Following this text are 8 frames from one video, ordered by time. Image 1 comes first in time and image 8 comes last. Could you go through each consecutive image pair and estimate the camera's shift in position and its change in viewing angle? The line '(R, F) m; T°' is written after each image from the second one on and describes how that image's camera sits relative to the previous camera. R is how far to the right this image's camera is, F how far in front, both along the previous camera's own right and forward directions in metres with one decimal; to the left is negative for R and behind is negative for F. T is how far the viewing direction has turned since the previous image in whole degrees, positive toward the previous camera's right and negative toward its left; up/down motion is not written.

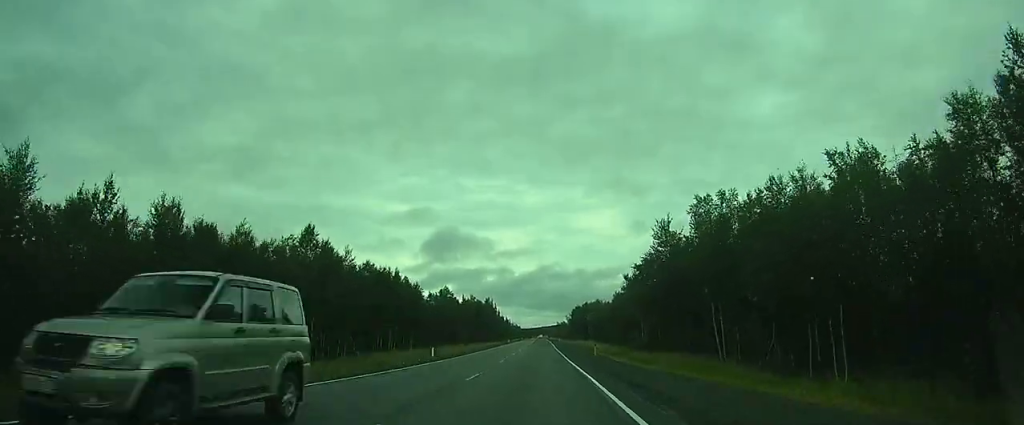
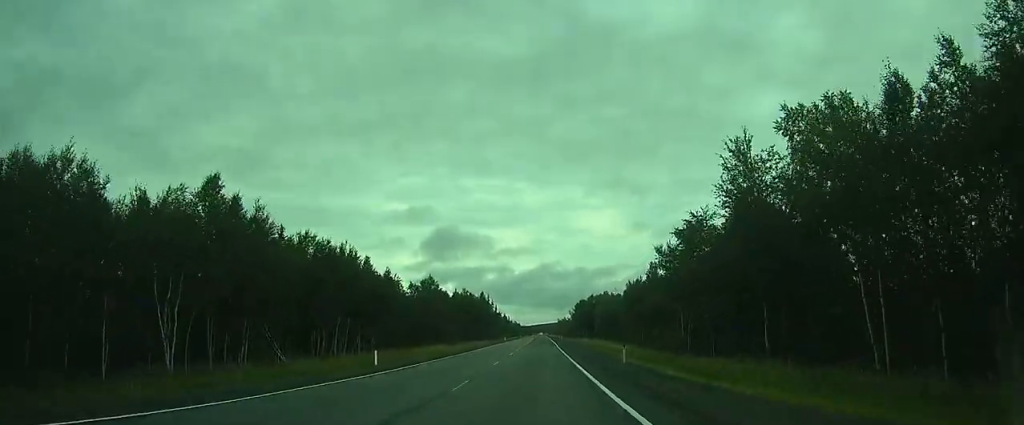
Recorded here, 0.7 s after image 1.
(0.0, +14.8) m; 0°
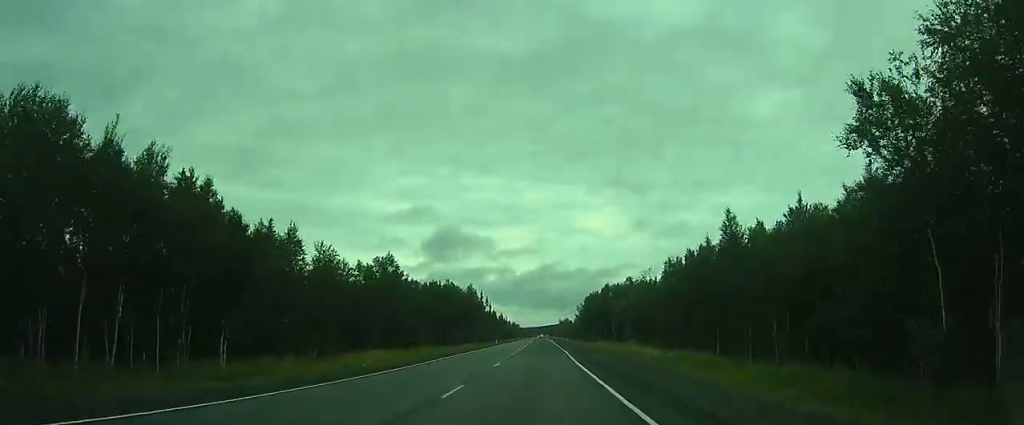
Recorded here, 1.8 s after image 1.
(+0.1, +25.1) m; 0°
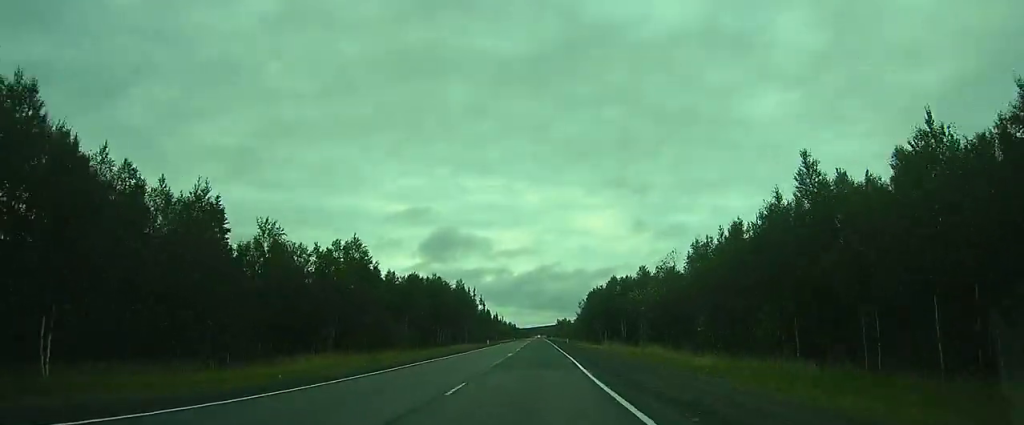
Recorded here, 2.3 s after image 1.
(+0.1, +11.1) m; 0°
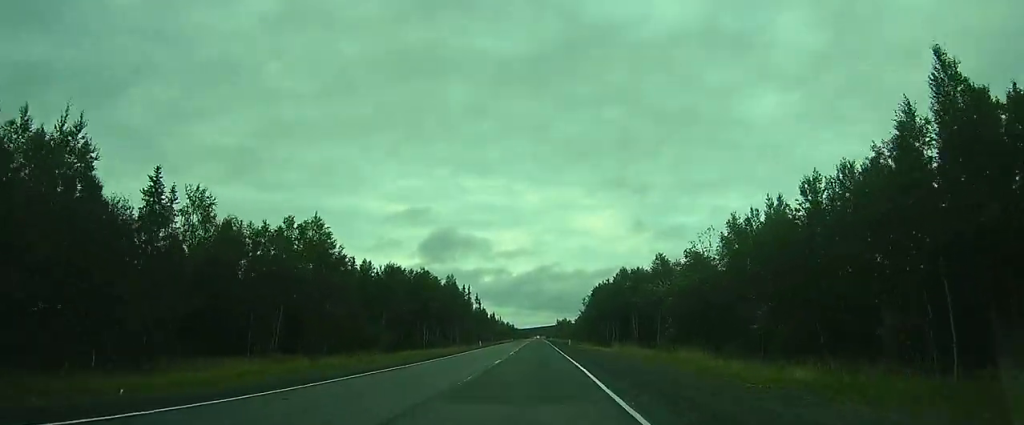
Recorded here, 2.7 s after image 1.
(0.0, +9.7) m; 0°
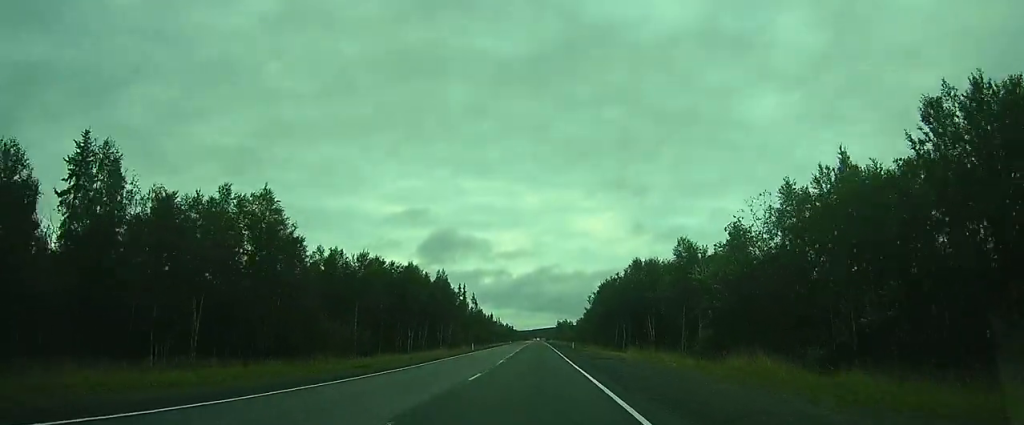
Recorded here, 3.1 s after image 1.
(0.0, +8.9) m; 0°
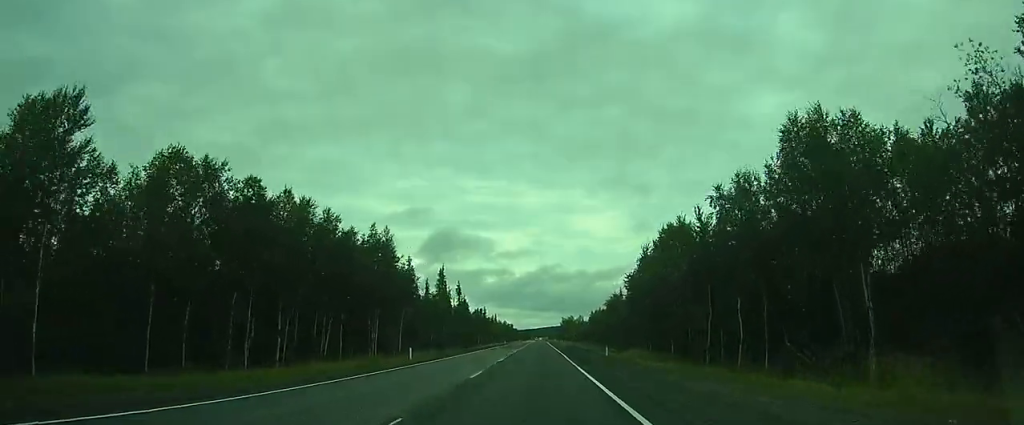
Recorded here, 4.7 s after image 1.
(0.0, +35.1) m; 0°
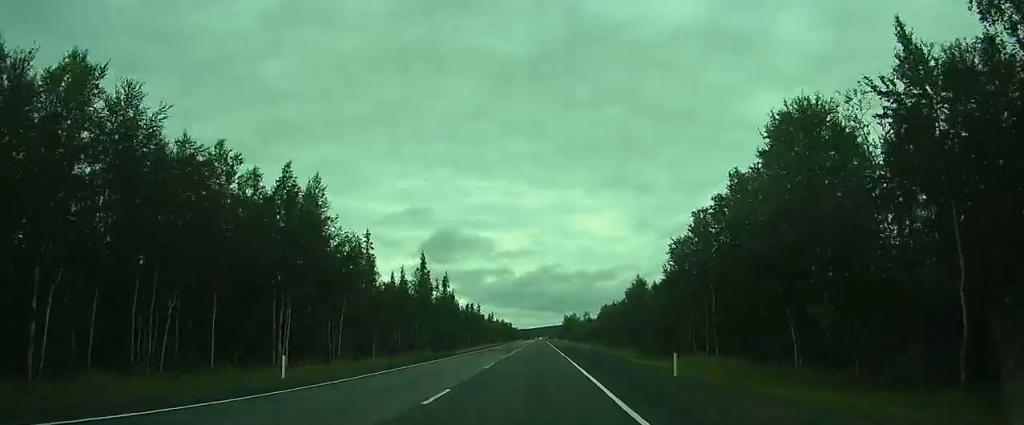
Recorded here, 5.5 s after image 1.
(0.0, +18.8) m; 0°
